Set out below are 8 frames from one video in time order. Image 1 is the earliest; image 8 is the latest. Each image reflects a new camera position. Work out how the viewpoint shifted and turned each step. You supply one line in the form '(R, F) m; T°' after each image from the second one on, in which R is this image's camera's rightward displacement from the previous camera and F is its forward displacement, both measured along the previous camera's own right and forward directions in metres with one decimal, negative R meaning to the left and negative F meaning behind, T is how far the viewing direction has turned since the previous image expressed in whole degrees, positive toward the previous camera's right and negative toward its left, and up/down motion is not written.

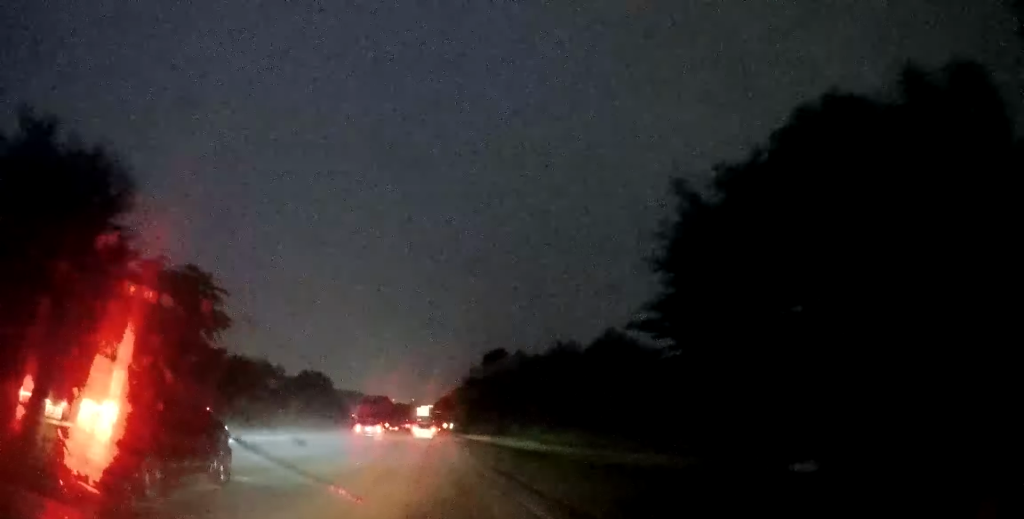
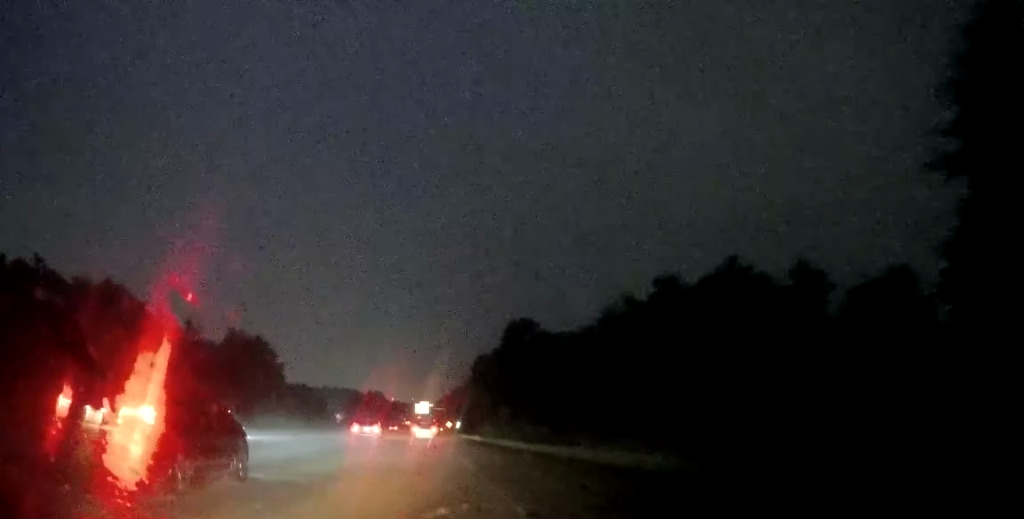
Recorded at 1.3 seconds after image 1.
(-0.3, +38.0) m; -1°
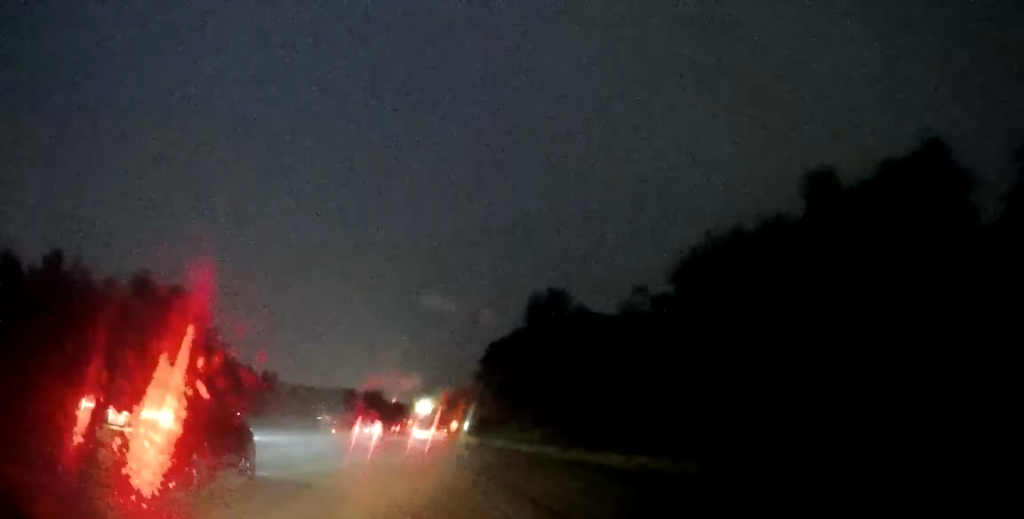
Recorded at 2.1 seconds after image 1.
(0.0, +21.9) m; -1°
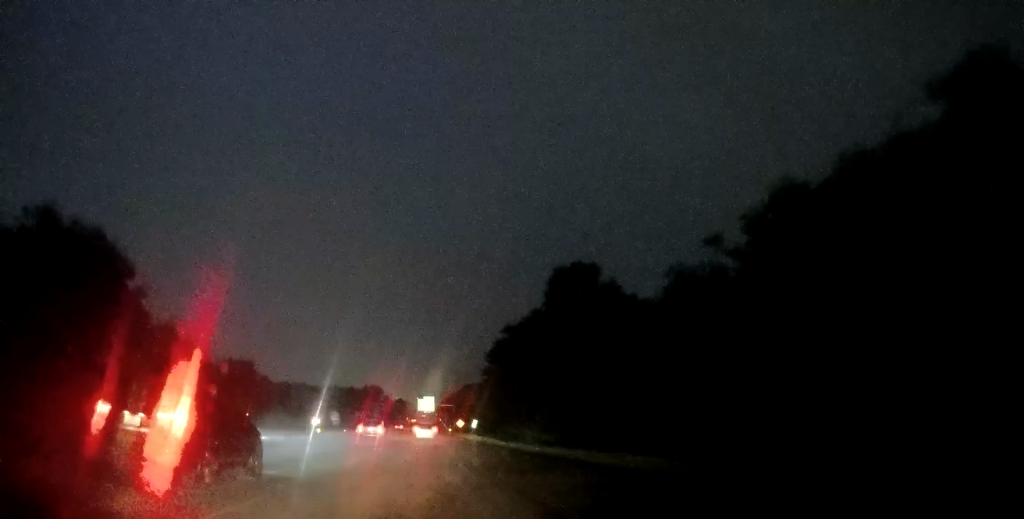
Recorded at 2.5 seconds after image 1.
(0.0, +12.4) m; 0°
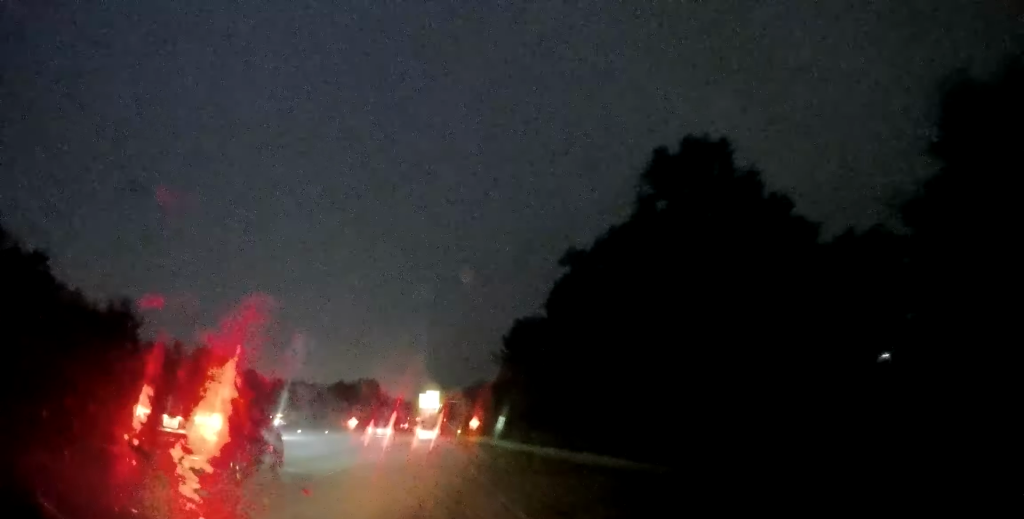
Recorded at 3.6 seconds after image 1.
(-0.4, +30.2) m; 0°
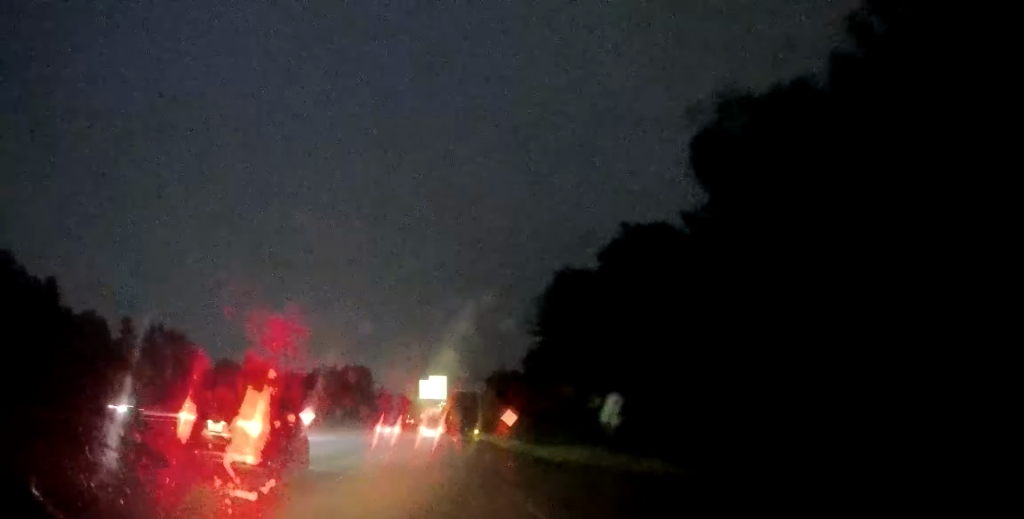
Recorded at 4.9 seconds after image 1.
(+0.1, +37.6) m; +1°
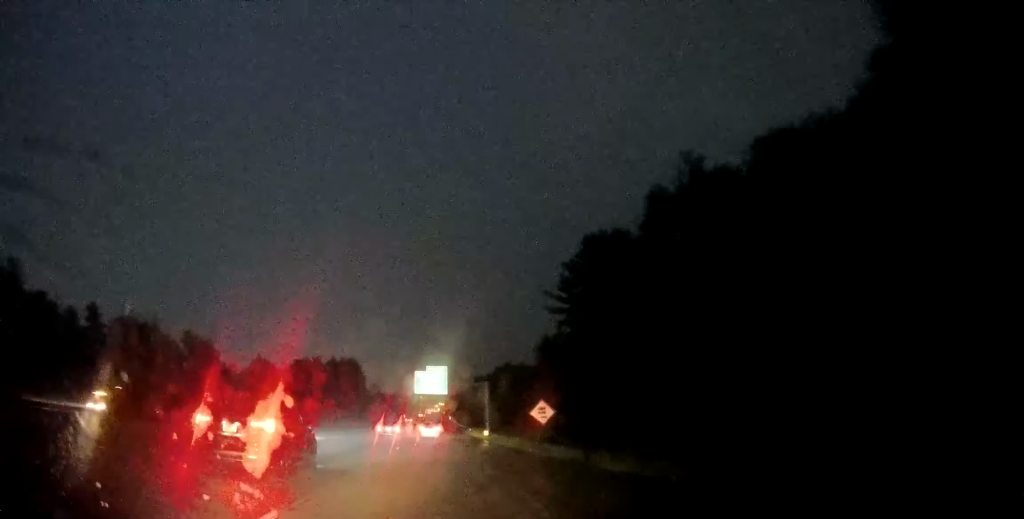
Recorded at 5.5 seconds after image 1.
(-0.2, +16.9) m; +1°
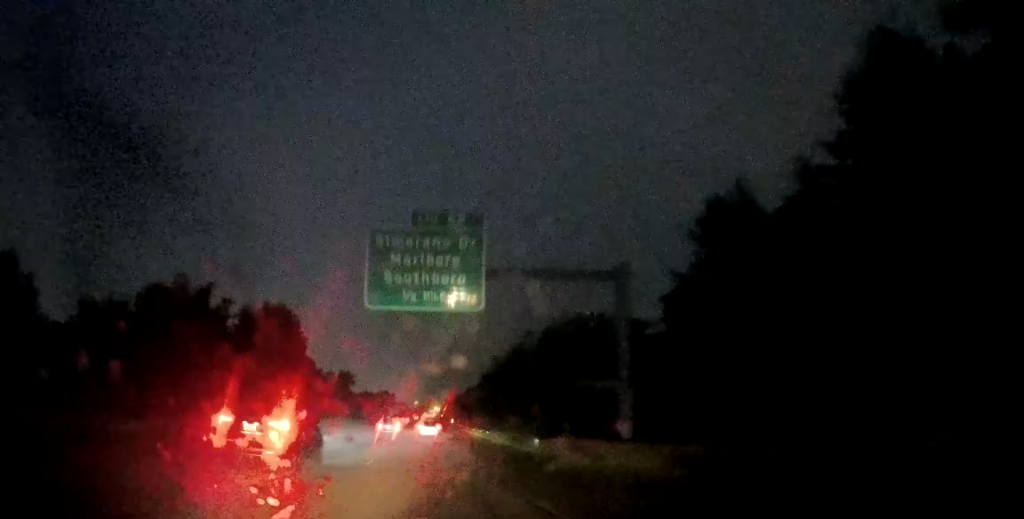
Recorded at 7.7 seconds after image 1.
(-0.4, +61.8) m; -1°
